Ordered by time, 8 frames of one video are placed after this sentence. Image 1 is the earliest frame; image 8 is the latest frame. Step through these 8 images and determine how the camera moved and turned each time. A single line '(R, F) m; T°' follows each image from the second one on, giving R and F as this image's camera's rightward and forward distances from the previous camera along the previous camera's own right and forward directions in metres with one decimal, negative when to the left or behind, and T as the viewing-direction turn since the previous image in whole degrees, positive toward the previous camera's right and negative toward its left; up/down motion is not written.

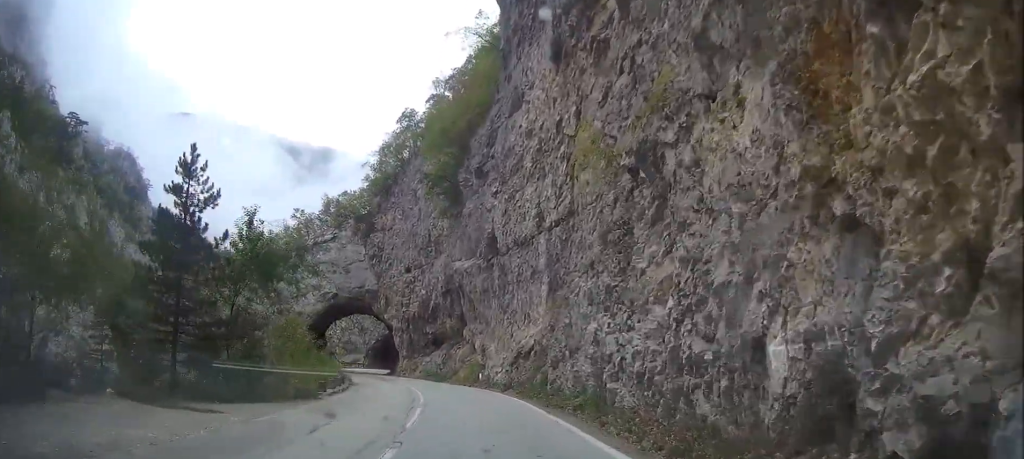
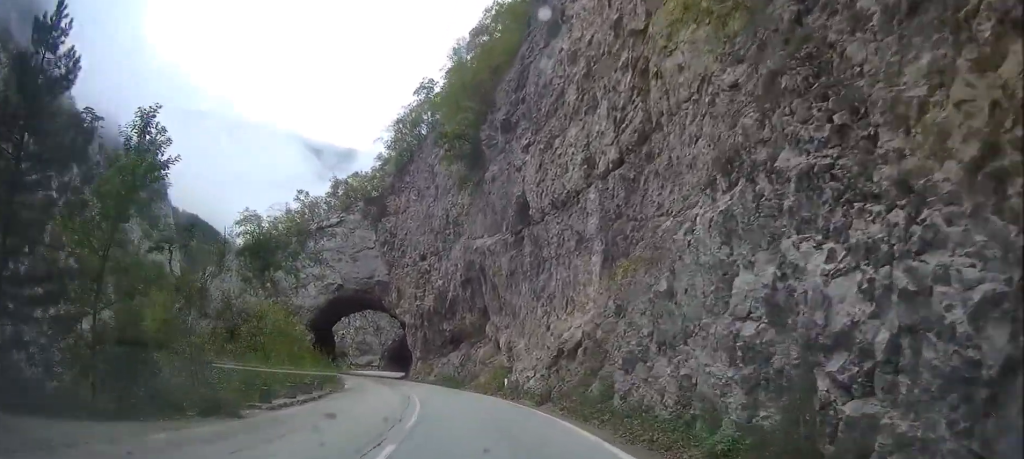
(-0.1, +9.5) m; -1°
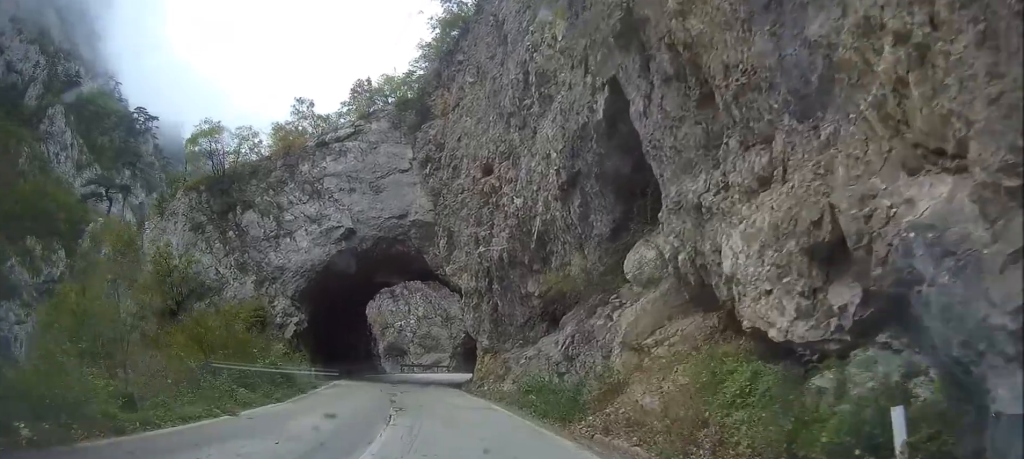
(-1.4, +27.7) m; -7°
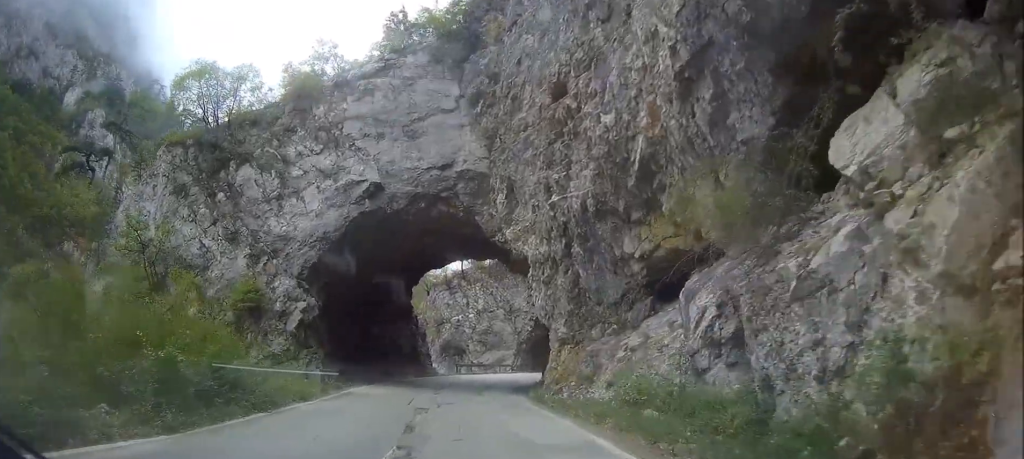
(-0.2, +10.1) m; -2°
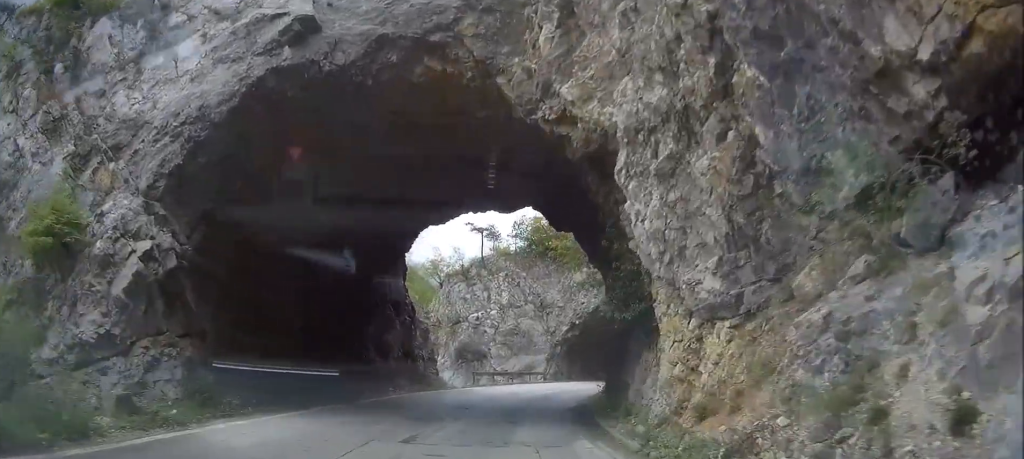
(-0.4, +15.3) m; -2°
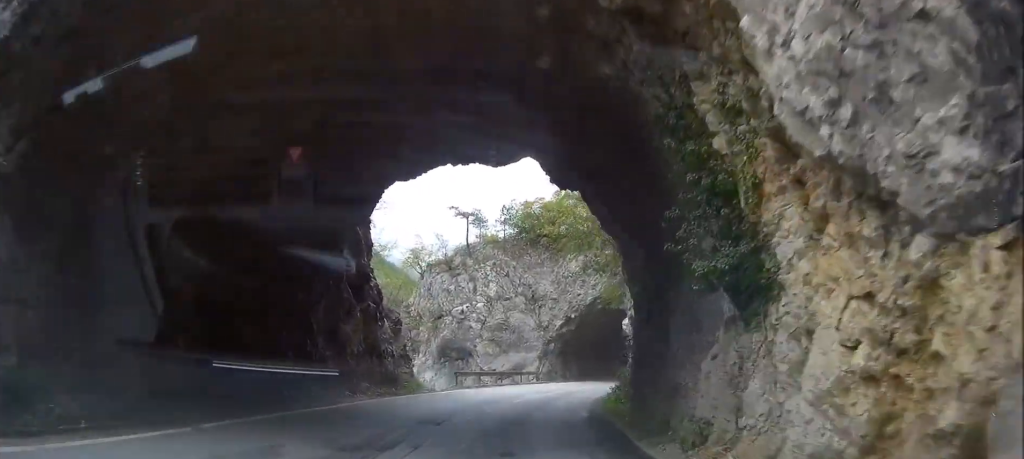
(0.0, +6.7) m; 0°
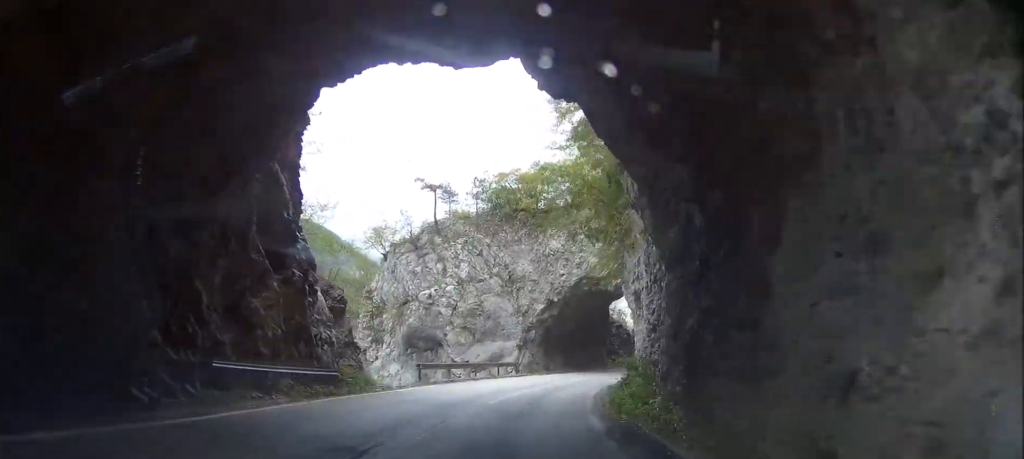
(-0.1, +7.1) m; +1°
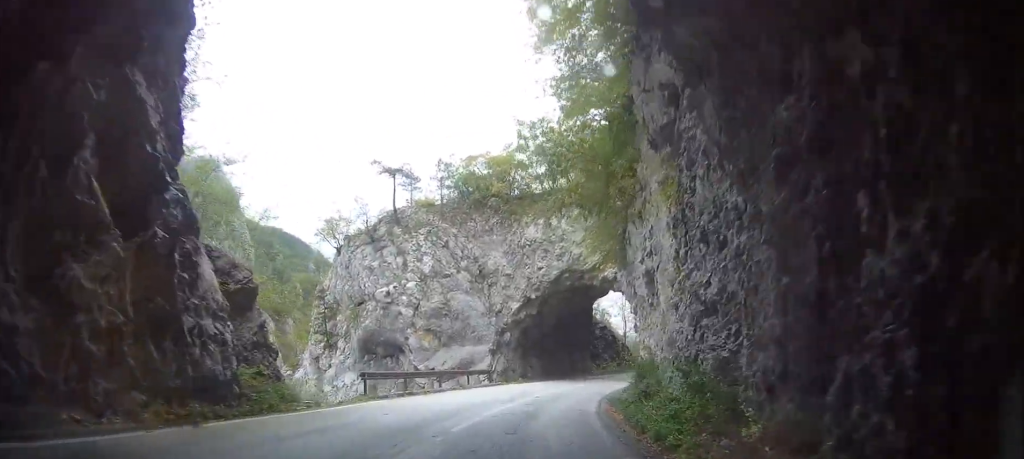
(+0.2, +7.0) m; +3°
